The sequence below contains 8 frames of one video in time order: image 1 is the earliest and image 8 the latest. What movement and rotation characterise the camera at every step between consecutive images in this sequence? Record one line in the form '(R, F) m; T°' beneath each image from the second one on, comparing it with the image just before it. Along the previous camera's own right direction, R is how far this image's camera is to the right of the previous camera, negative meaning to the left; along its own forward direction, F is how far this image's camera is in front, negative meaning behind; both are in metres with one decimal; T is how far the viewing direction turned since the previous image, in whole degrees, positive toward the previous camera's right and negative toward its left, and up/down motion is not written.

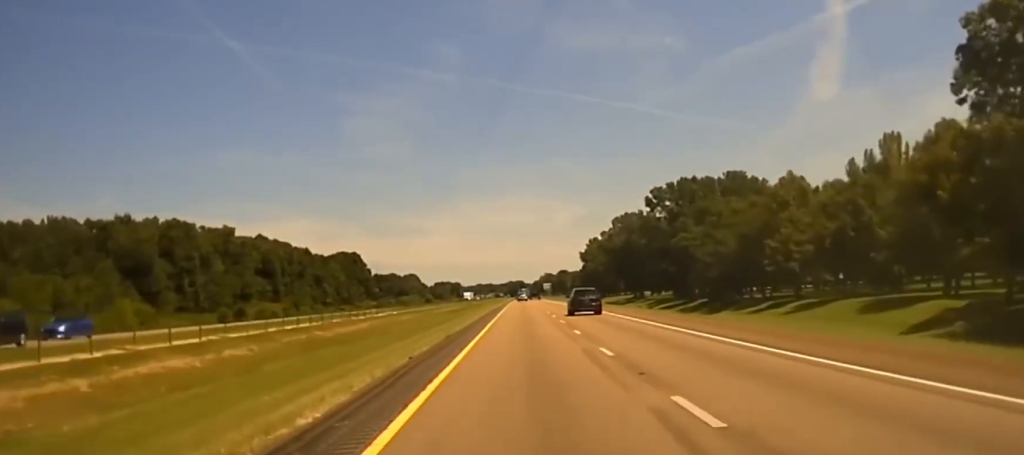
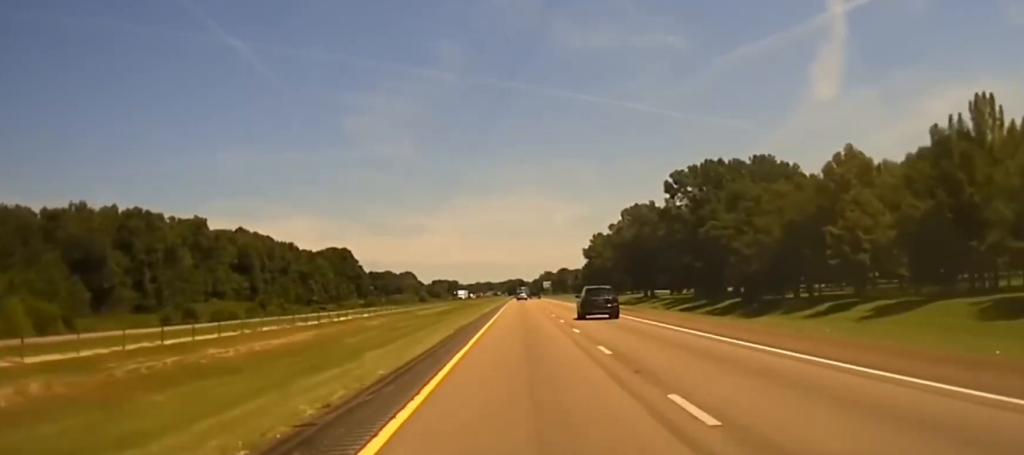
(0.0, +25.0) m; 0°
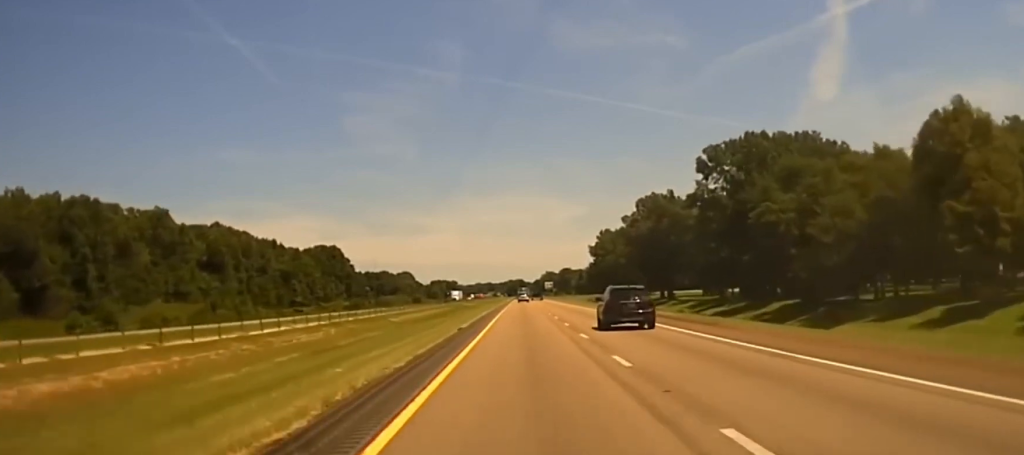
(0.0, +30.7) m; 0°
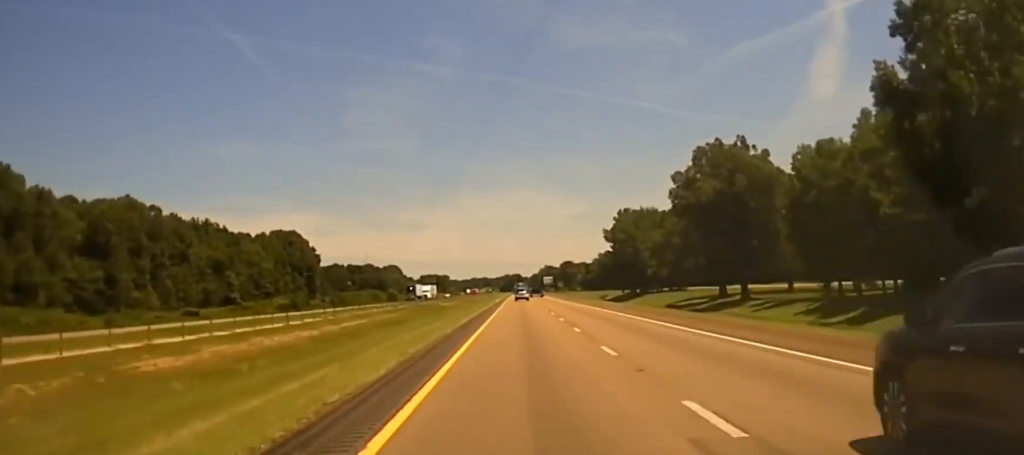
(+0.4, +85.3) m; 0°
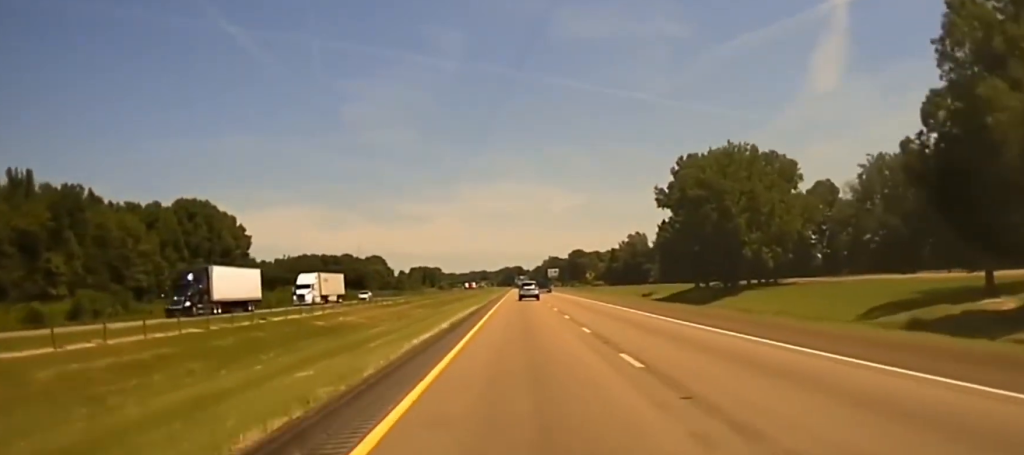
(-0.2, +107.1) m; 0°
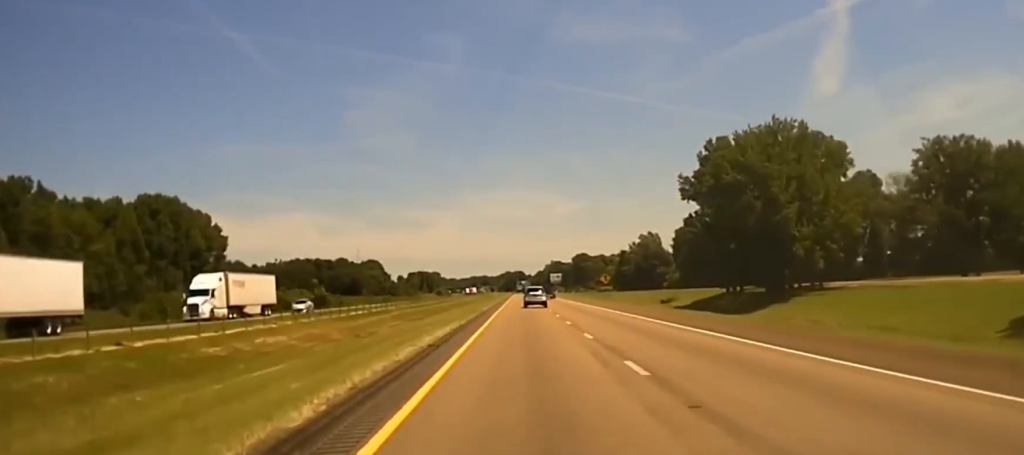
(0.0, +25.2) m; 0°
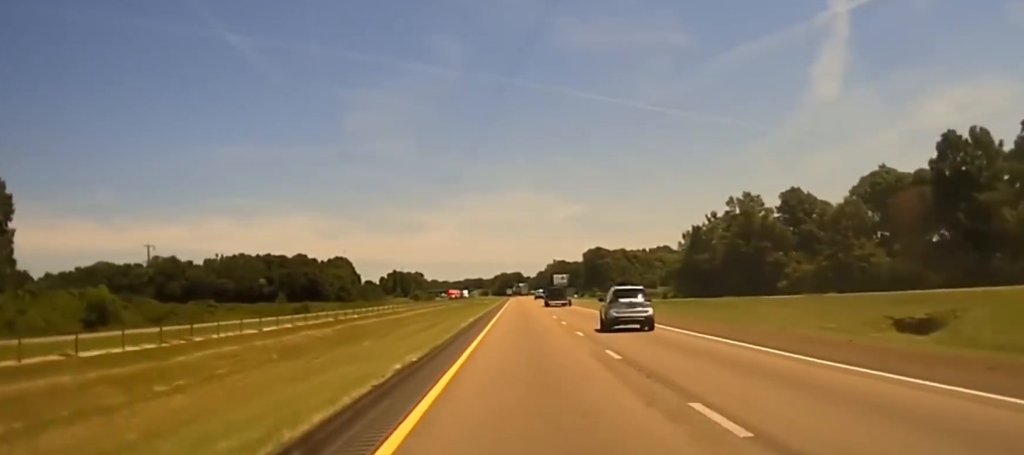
(-0.1, +117.1) m; 0°
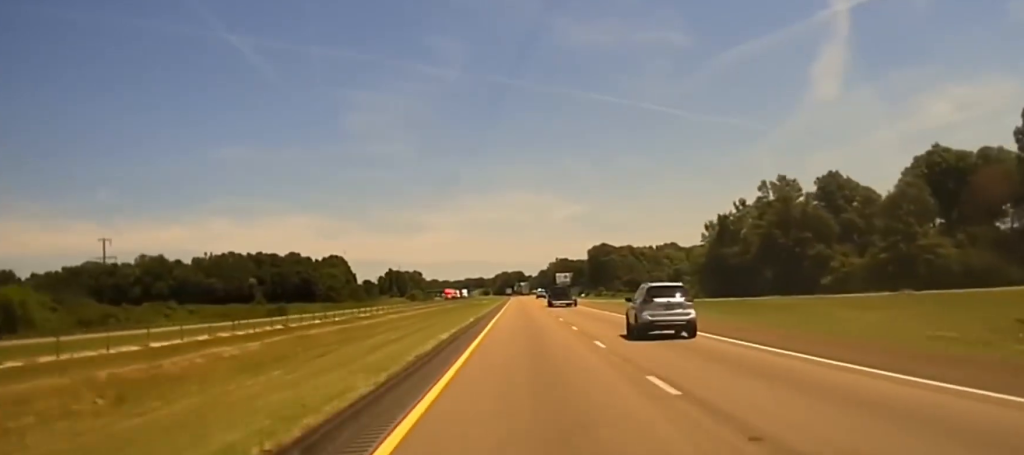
(0.0, +22.9) m; 0°
